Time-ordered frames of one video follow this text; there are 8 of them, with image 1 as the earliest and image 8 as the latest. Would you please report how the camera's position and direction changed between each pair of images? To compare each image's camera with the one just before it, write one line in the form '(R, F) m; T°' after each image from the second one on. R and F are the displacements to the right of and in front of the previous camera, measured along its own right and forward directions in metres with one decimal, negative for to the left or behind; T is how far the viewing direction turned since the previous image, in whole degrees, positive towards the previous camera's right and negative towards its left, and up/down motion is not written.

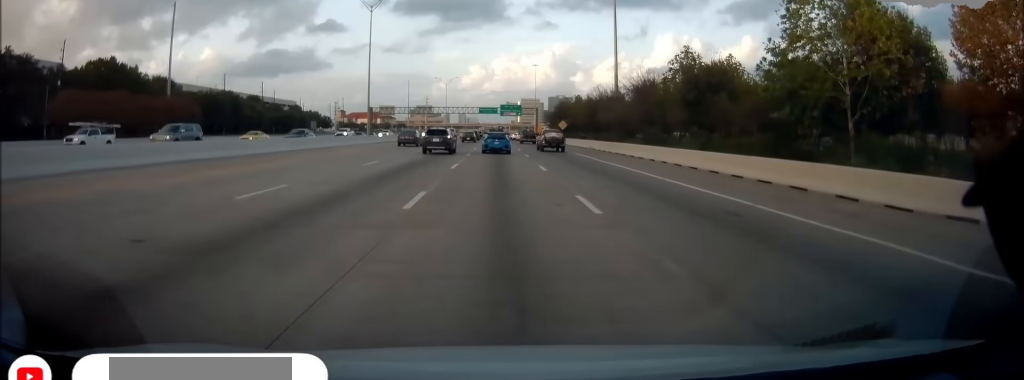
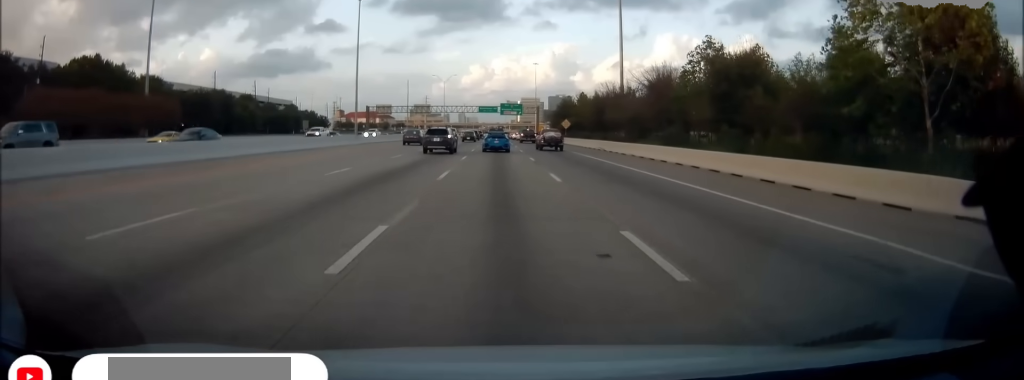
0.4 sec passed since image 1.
(0.0, +5.1) m; 0°
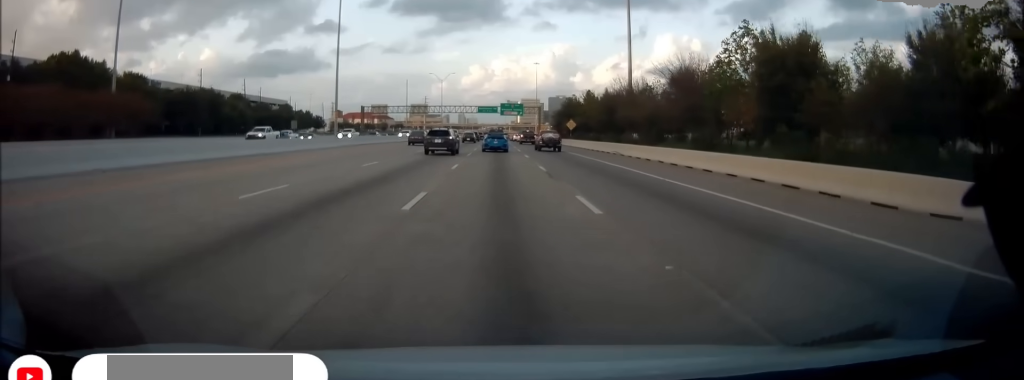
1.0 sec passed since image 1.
(0.0, +6.8) m; 0°
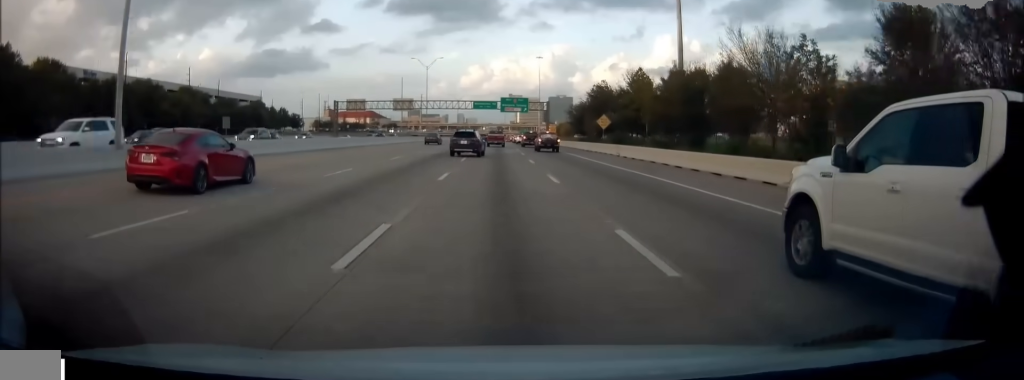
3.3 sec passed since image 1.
(0.0, +28.3) m; 0°
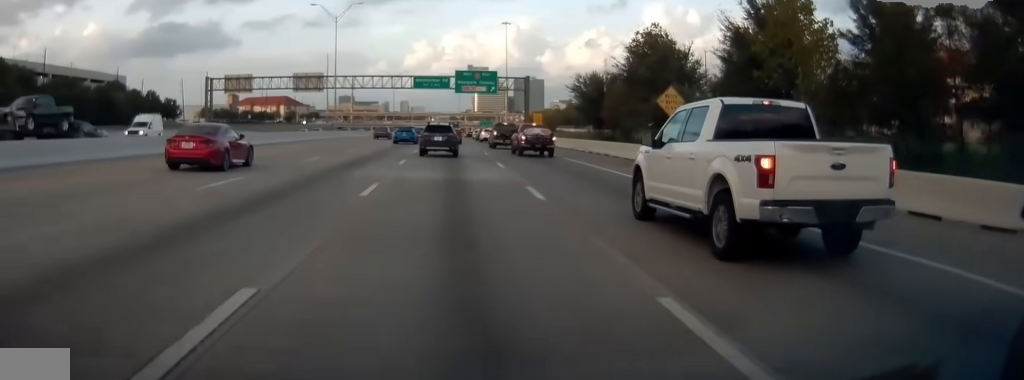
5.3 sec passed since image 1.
(0.0, +25.7) m; 0°
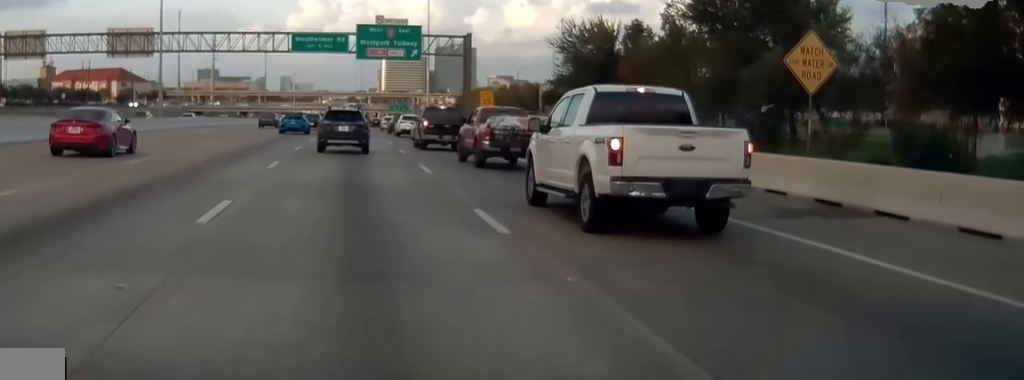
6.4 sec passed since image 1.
(0.0, +15.1) m; 0°
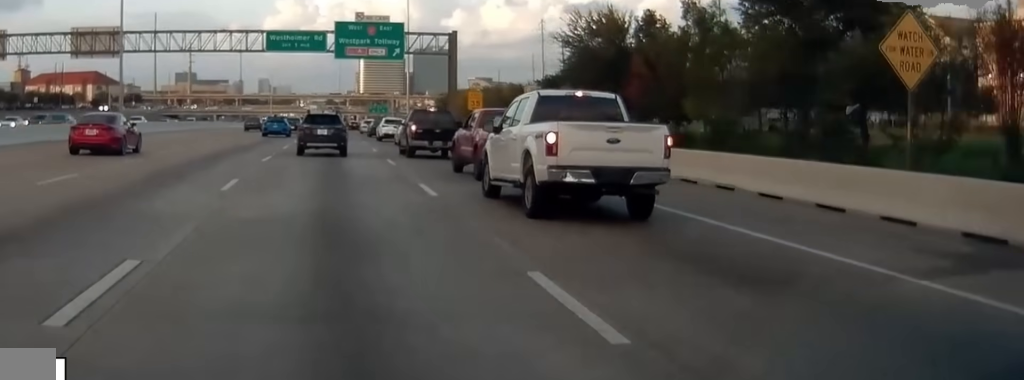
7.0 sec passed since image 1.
(0.0, +7.4) m; 0°
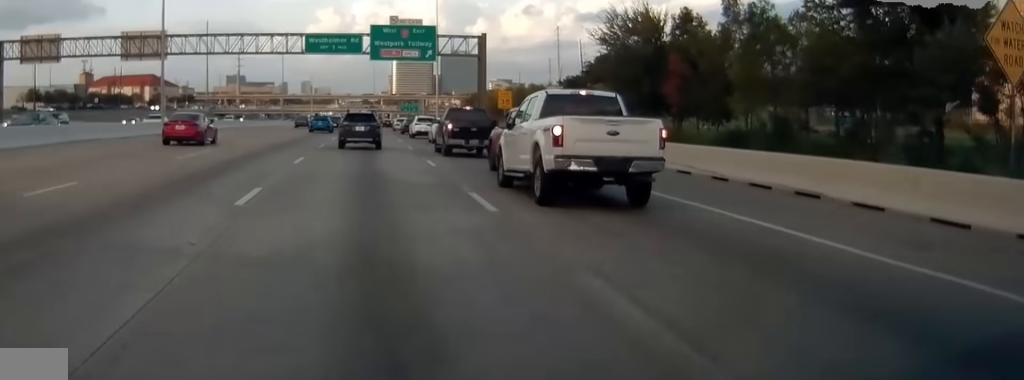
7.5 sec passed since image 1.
(0.0, +6.9) m; 0°
